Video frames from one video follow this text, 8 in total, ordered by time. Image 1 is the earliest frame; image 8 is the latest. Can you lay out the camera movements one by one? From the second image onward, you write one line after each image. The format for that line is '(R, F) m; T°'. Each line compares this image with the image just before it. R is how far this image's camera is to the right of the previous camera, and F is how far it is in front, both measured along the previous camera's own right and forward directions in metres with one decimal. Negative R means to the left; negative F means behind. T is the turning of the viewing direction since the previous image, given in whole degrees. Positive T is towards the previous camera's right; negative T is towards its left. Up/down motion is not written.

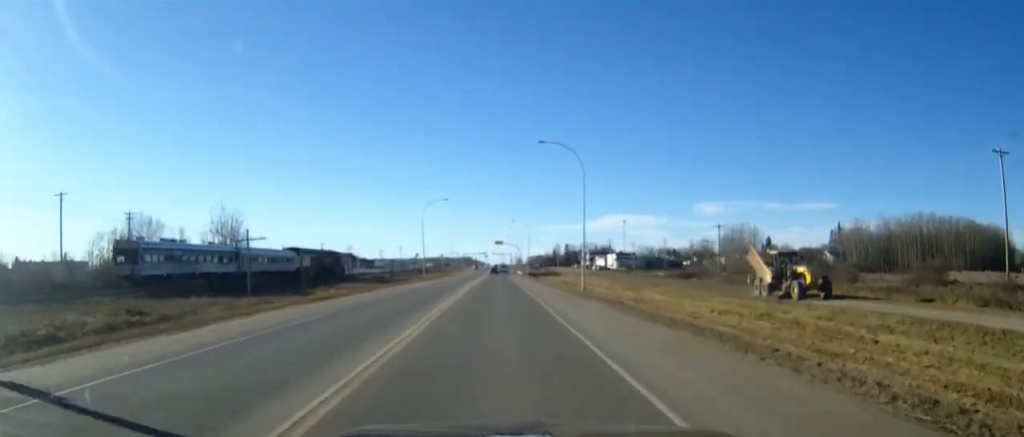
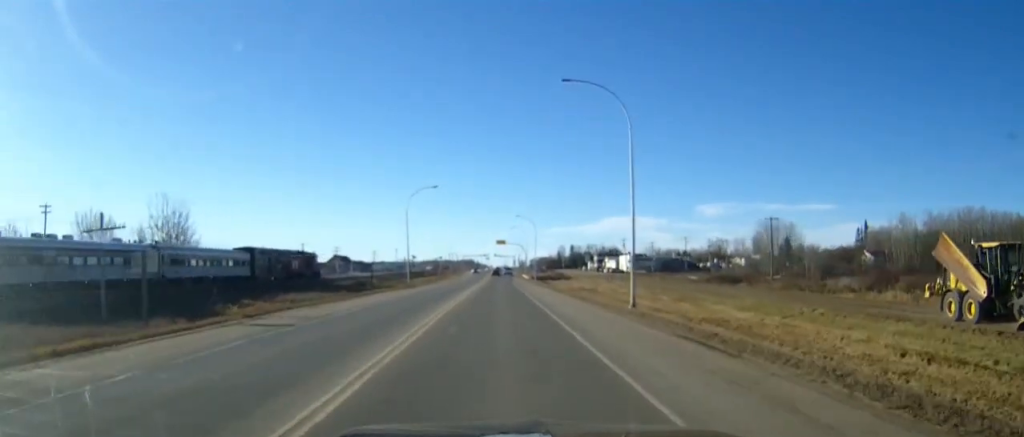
(0.0, +22.3) m; 0°
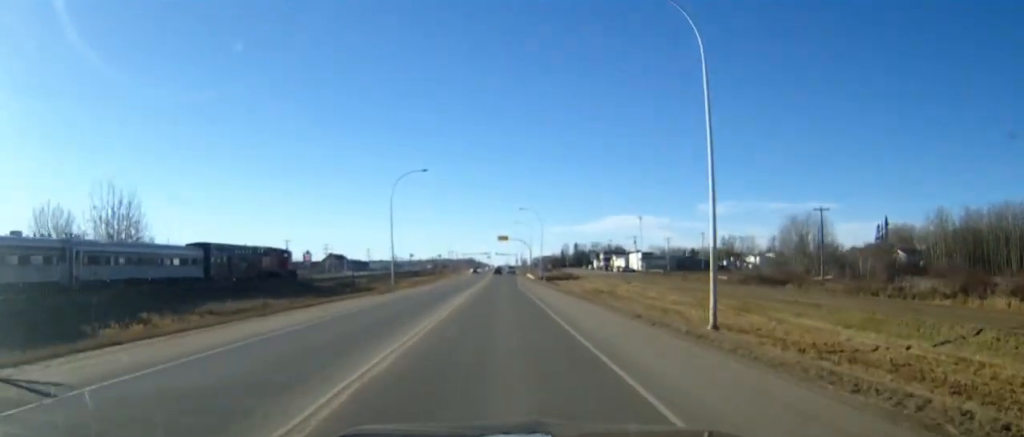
(0.0, +15.3) m; 0°
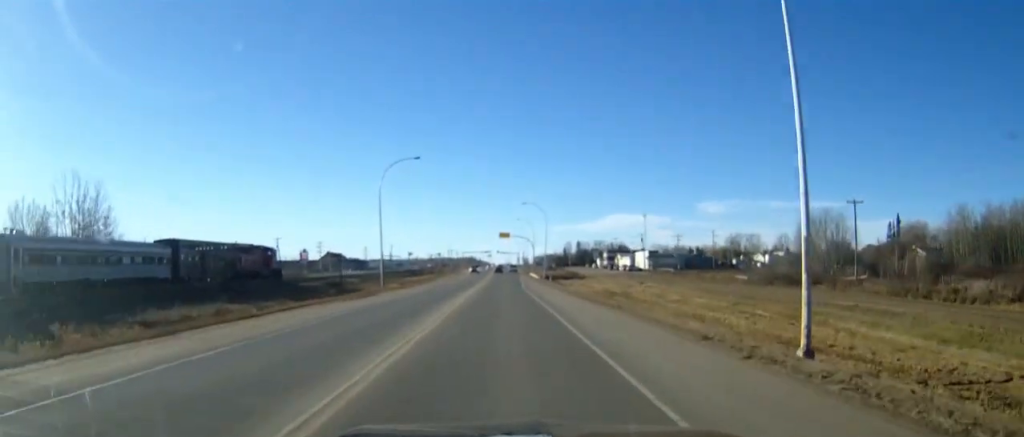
(0.0, +8.1) m; 0°
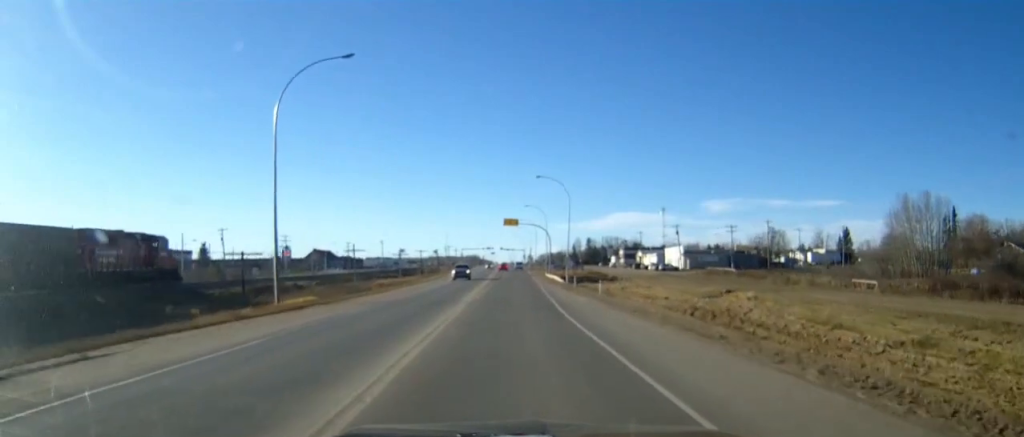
(-0.1, +34.8) m; 0°
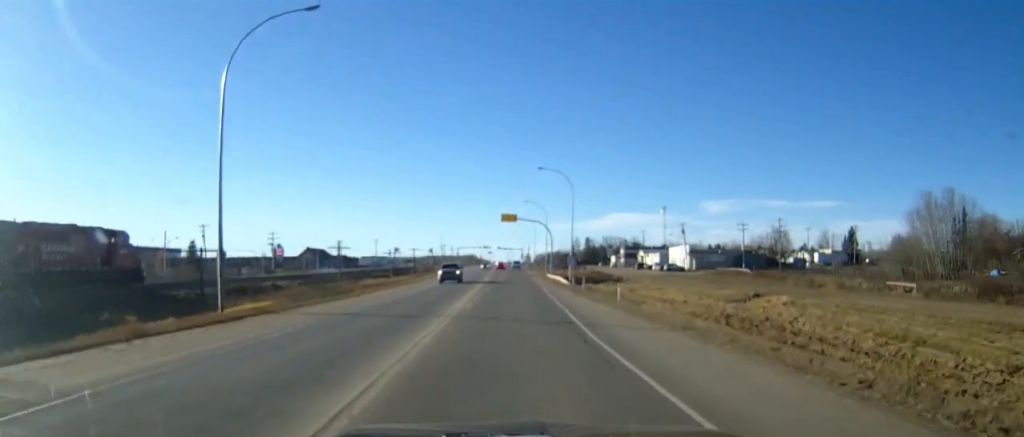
(0.0, +7.2) m; 0°
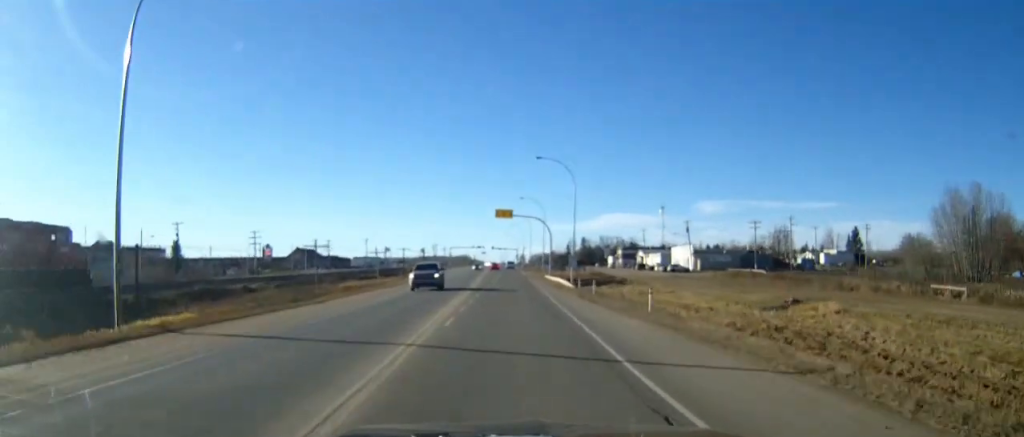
(0.0, +8.2) m; 0°
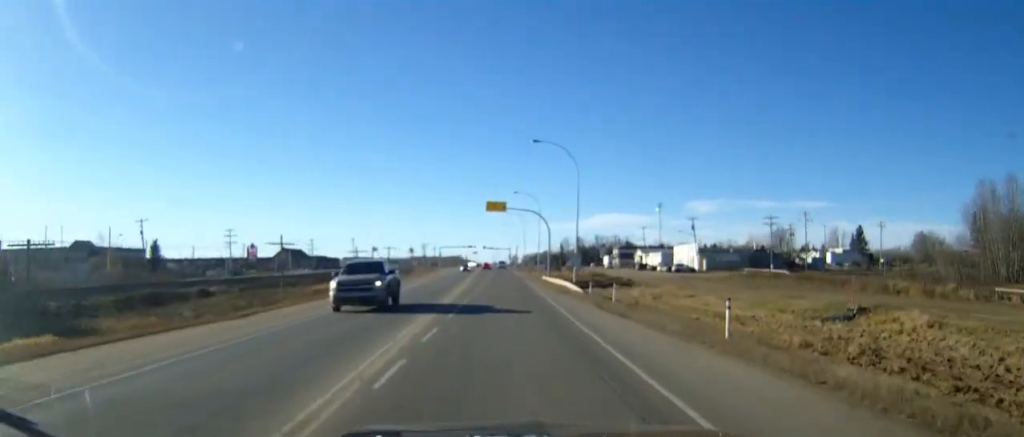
(0.0, +9.7) m; 0°
